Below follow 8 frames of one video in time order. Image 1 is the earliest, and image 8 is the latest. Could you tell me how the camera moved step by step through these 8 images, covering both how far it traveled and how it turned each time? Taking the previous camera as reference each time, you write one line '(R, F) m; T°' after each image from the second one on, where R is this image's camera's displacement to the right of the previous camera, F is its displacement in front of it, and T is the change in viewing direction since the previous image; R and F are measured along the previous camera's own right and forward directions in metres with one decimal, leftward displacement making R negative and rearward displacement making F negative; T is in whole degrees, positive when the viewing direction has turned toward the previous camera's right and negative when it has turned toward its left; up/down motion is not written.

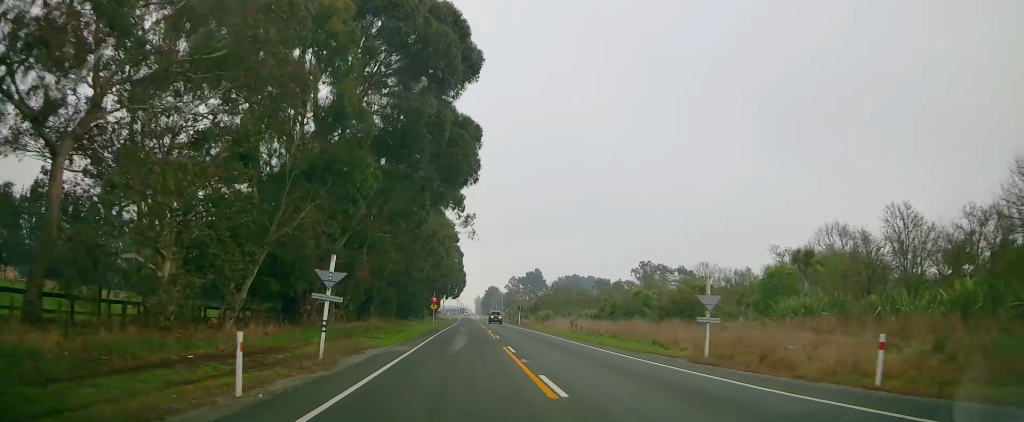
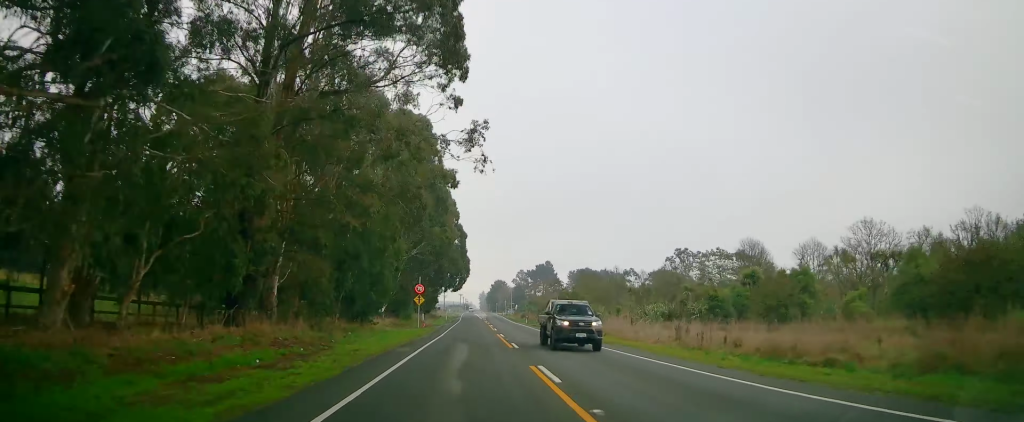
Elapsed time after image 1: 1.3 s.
(-0.2, +29.2) m; -1°
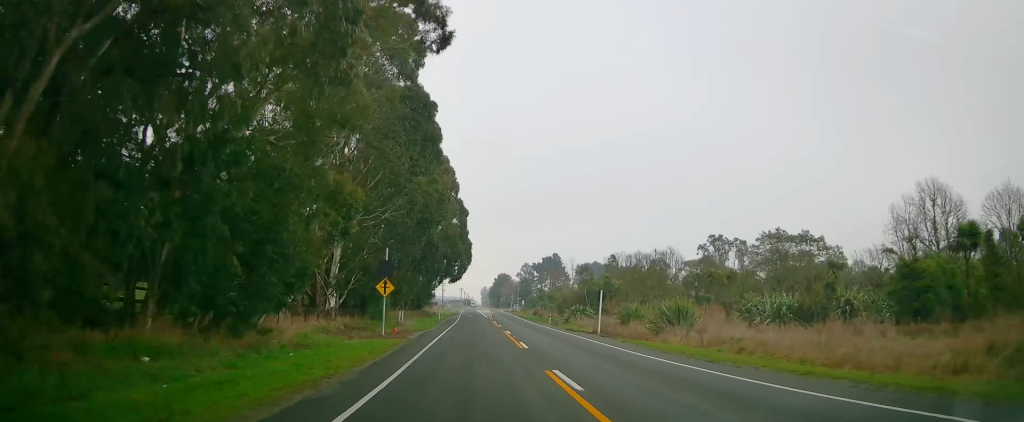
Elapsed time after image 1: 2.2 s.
(0.0, +21.5) m; 0°
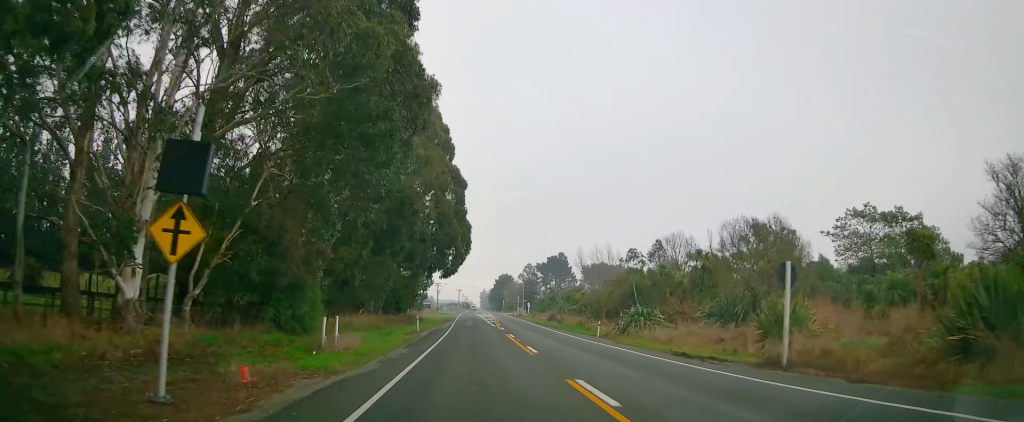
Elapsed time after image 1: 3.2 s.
(0.0, +21.9) m; 0°
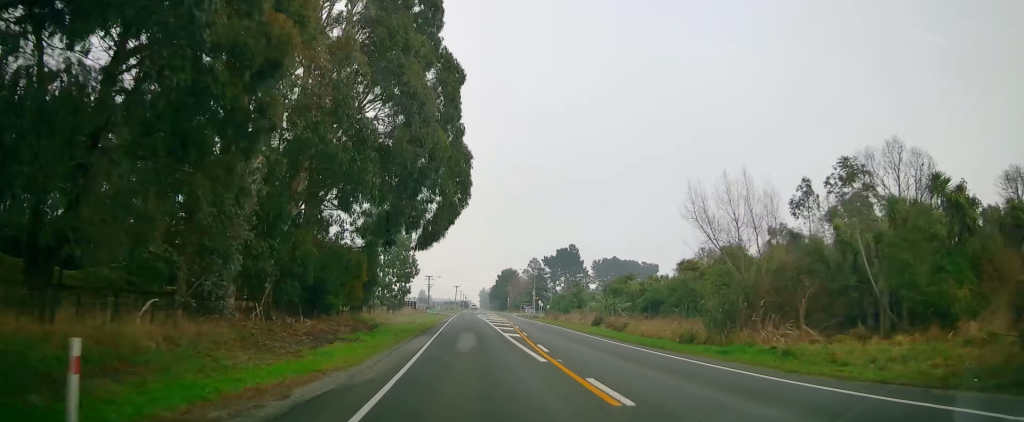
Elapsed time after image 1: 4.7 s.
(0.0, +30.8) m; 0°
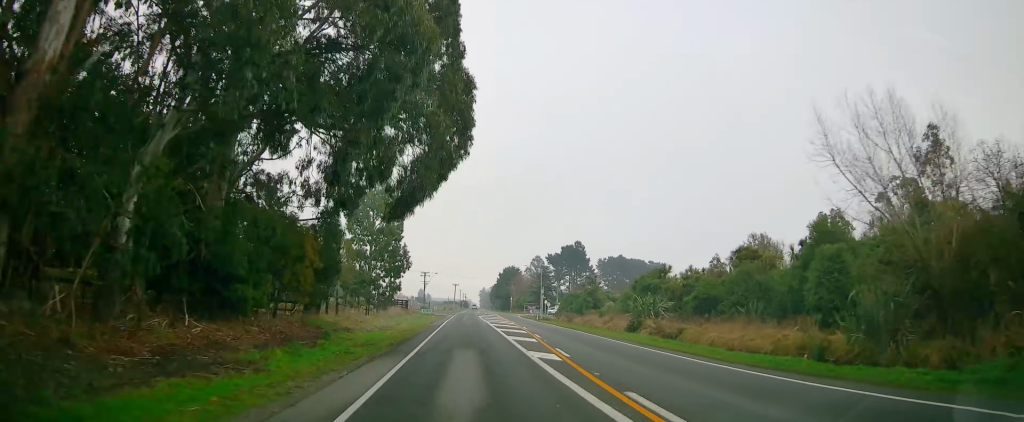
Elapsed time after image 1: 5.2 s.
(+0.1, +12.0) m; -1°
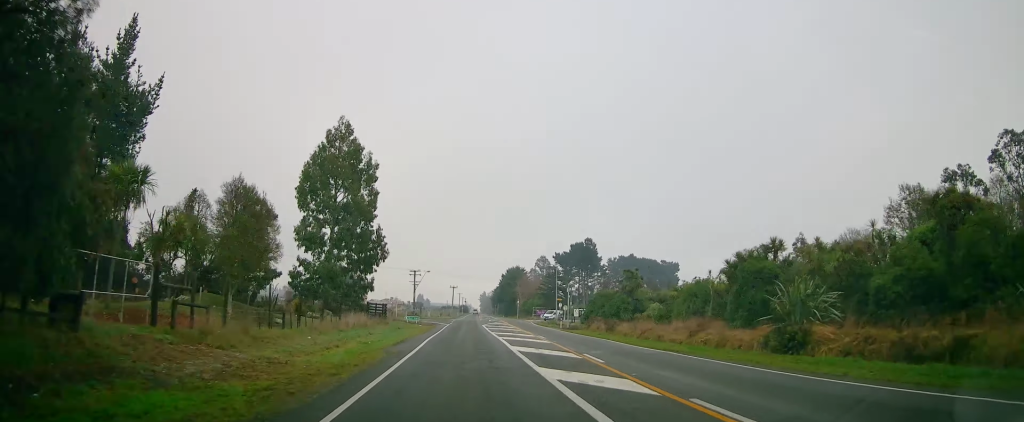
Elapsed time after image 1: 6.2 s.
(-0.3, +20.8) m; +1°
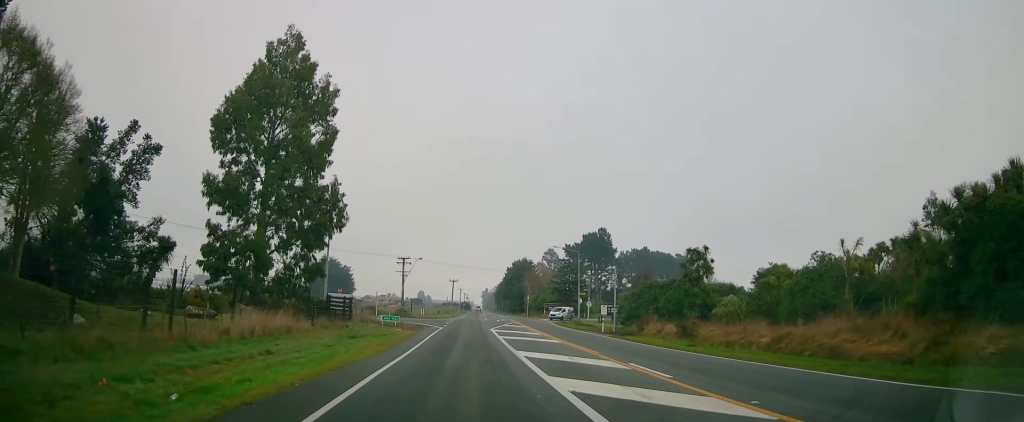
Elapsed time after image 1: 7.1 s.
(+0.7, +18.6) m; 0°
